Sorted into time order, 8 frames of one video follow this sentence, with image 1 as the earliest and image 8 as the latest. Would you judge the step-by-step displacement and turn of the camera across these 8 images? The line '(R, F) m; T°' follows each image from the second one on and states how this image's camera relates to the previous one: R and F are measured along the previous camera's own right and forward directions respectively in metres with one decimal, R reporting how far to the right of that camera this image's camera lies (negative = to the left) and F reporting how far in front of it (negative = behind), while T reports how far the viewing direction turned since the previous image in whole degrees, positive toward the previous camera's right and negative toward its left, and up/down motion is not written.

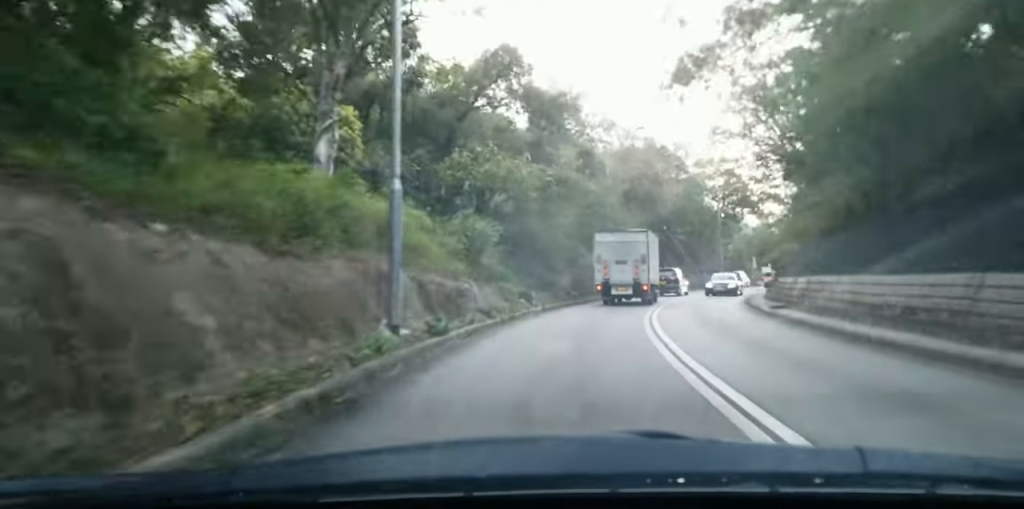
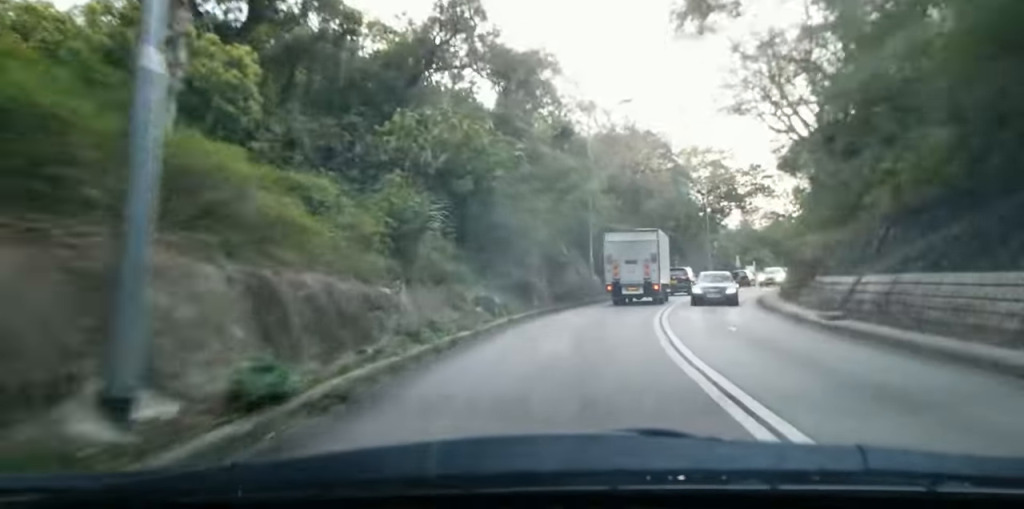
(0.0, +7.3) m; 0°
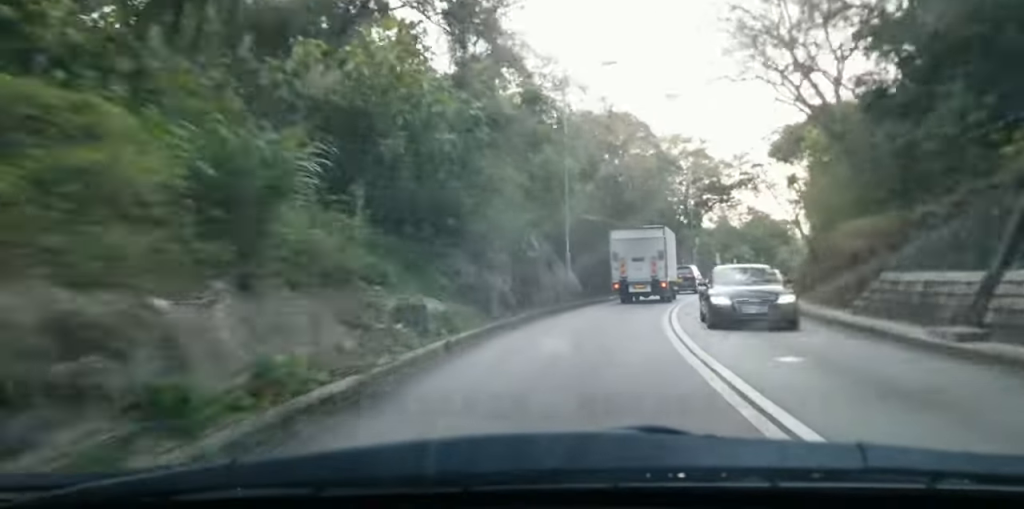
(0.0, +6.7) m; +4°
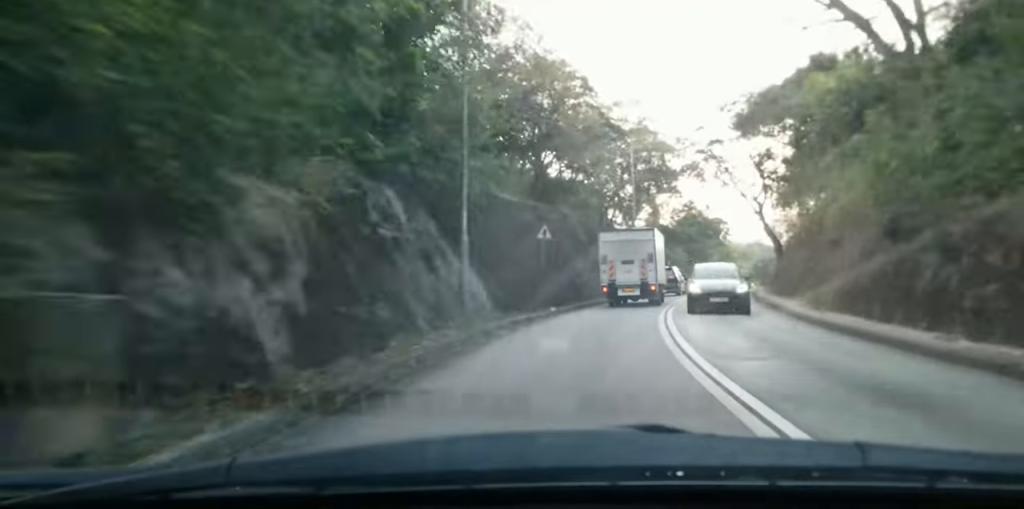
(+1.5, +13.8) m; +16°
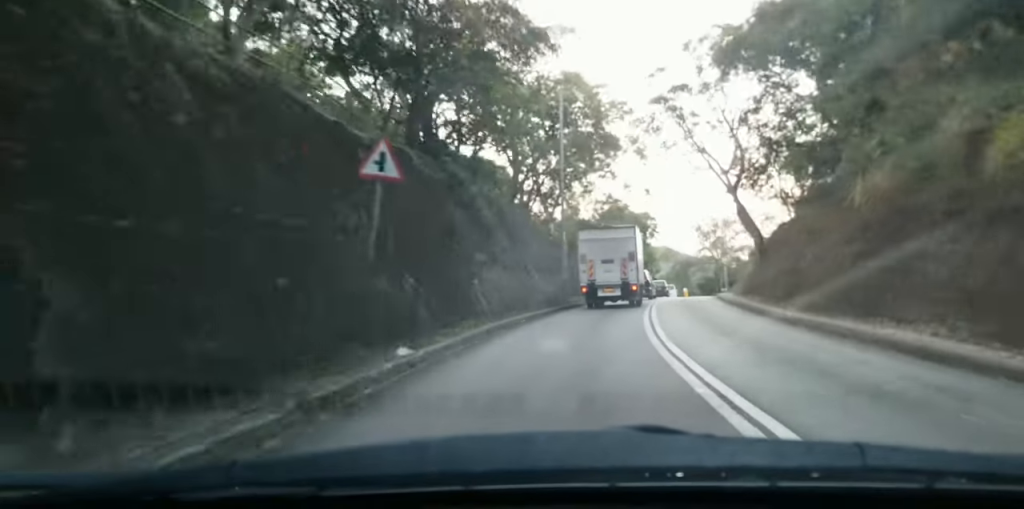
(+2.3, +14.8) m; +9°
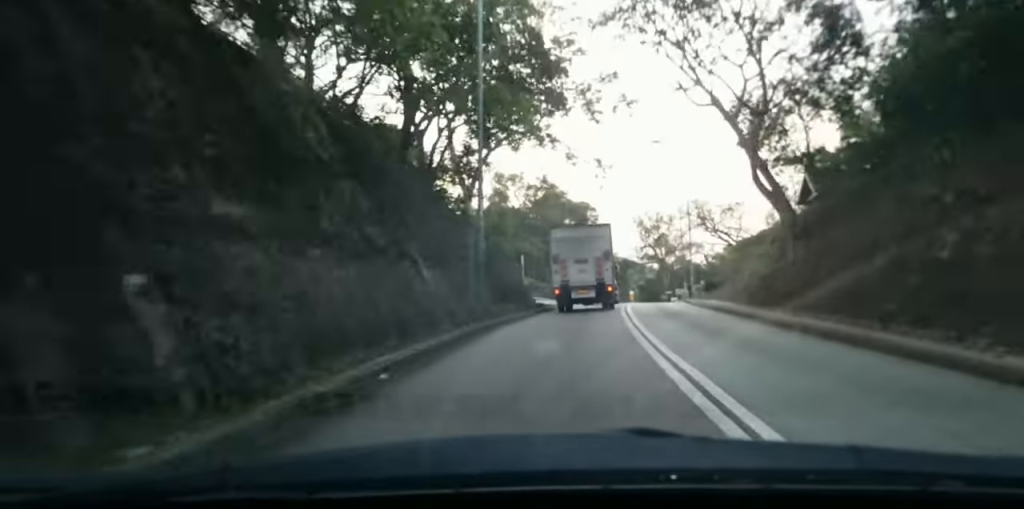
(0.0, +13.3) m; 0°
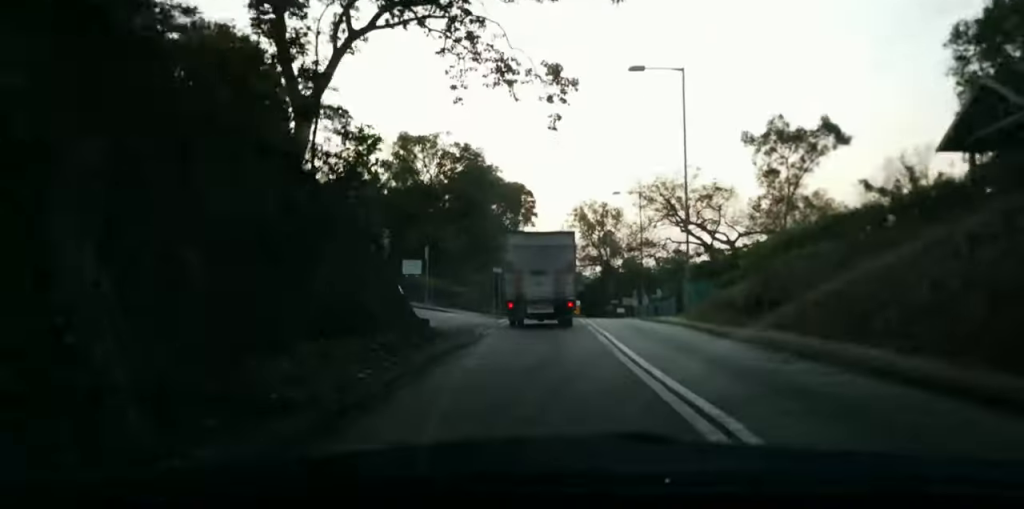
(0.0, +16.5) m; 0°
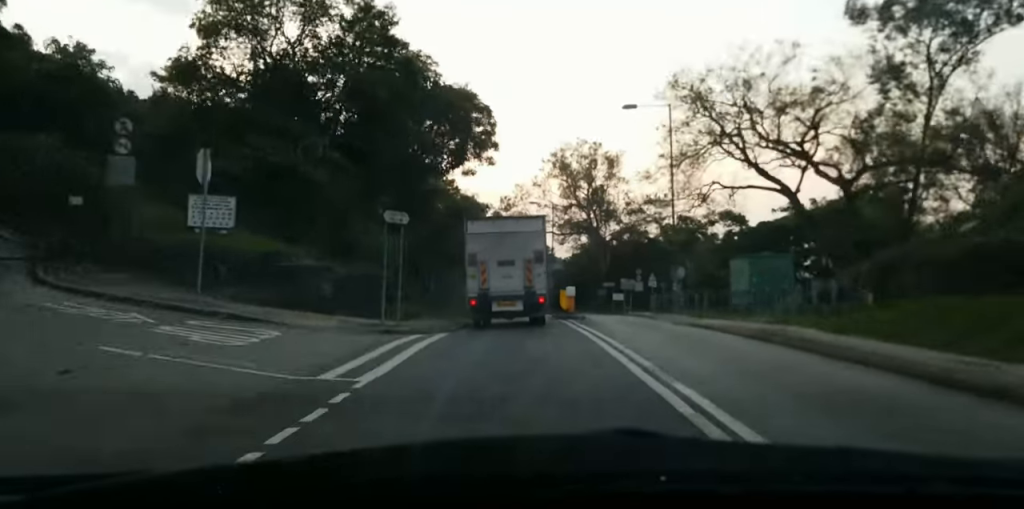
(0.0, +24.5) m; 0°
